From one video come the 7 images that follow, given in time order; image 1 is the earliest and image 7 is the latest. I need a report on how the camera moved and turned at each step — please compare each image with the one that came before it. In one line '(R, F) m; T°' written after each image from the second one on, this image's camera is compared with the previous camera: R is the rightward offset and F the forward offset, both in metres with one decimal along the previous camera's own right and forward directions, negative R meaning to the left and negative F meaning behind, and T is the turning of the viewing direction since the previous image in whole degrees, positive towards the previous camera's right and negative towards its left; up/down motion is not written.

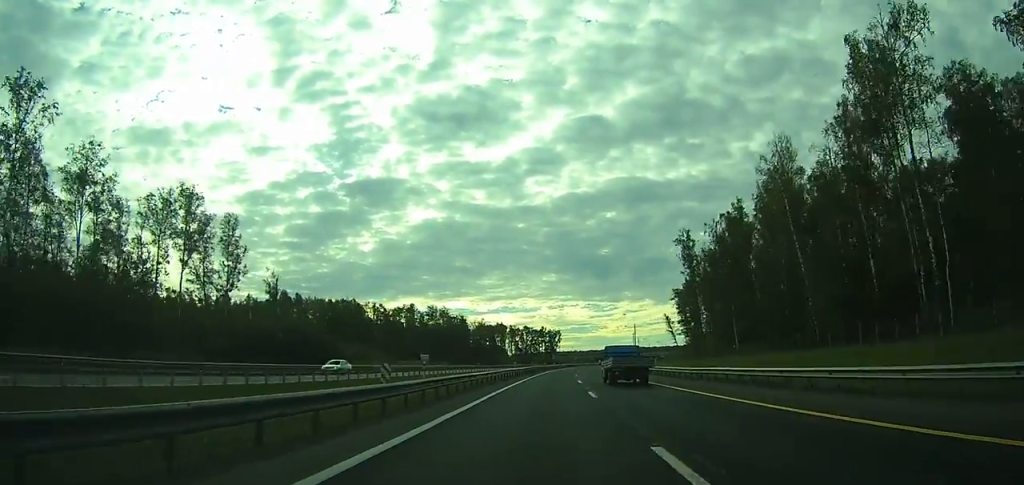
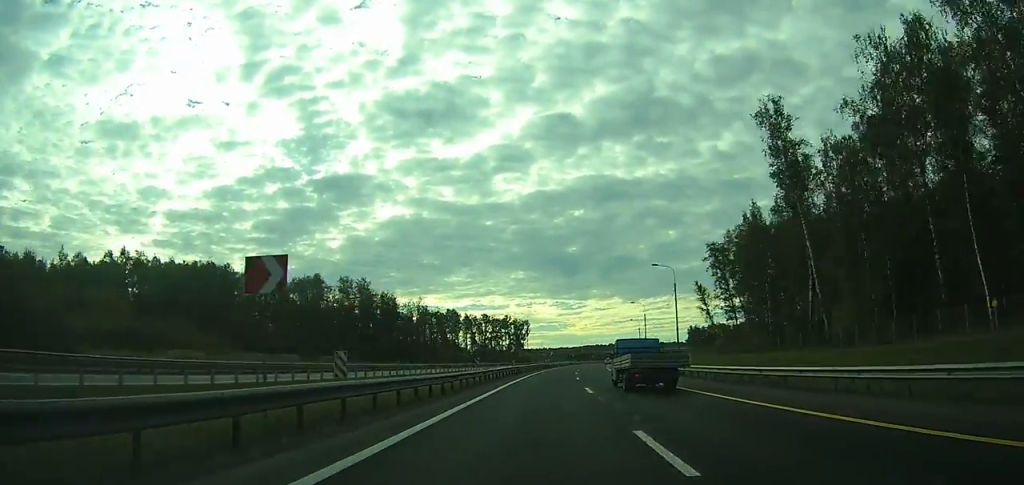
(+1.1, +59.1) m; +3°
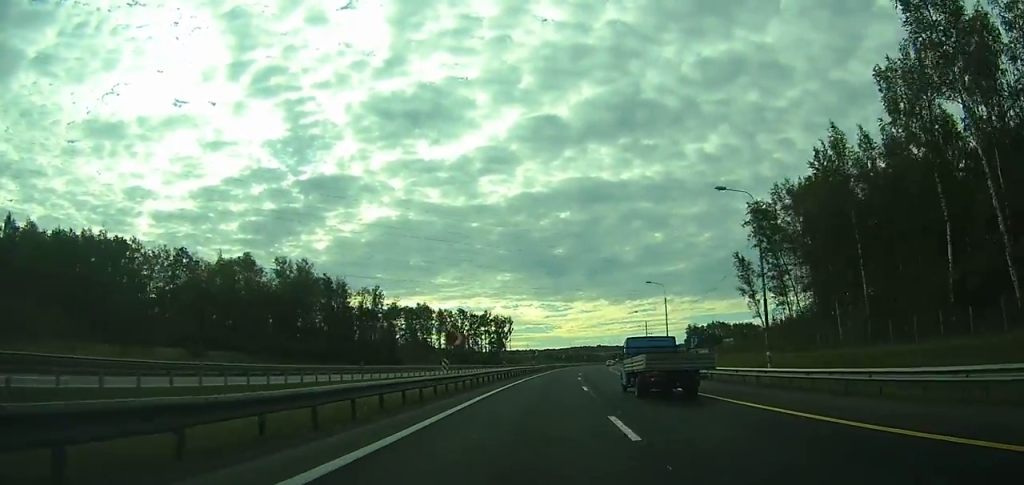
(+0.4, +28.5) m; +1°
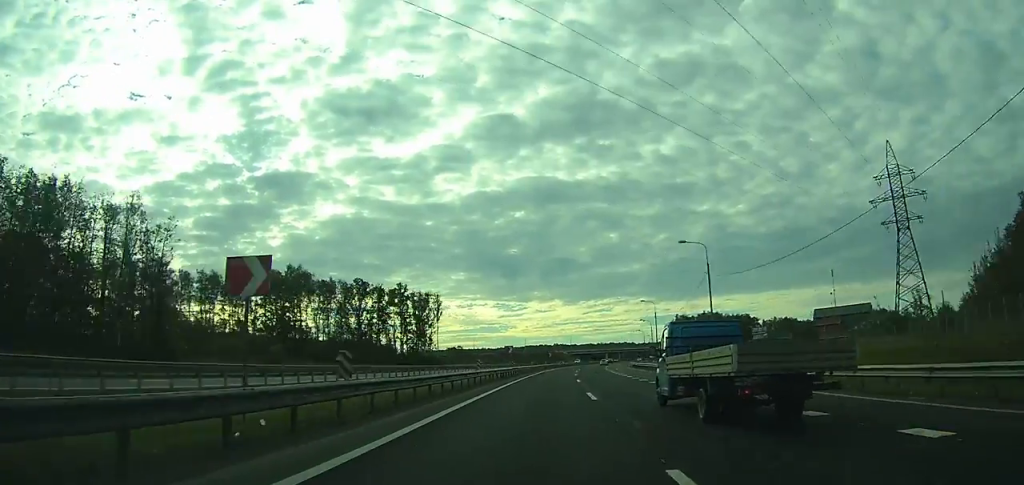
(+2.4, +71.3) m; +4°
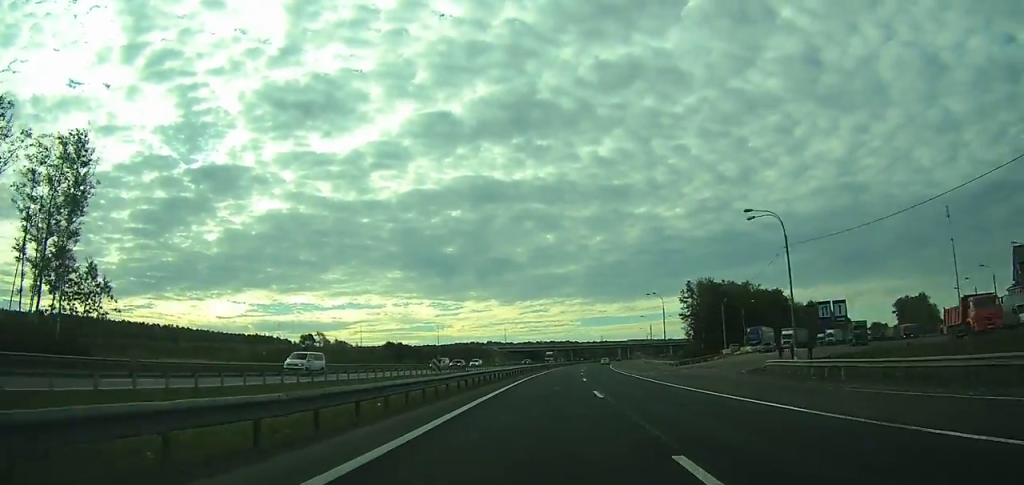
(+6.0, +117.4) m; +6°
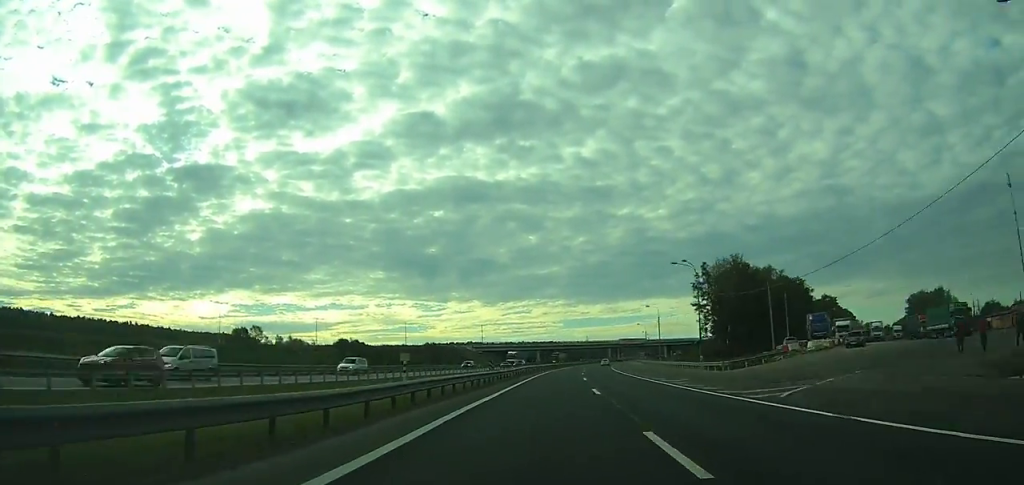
(+0.3, +30.3) m; +2°
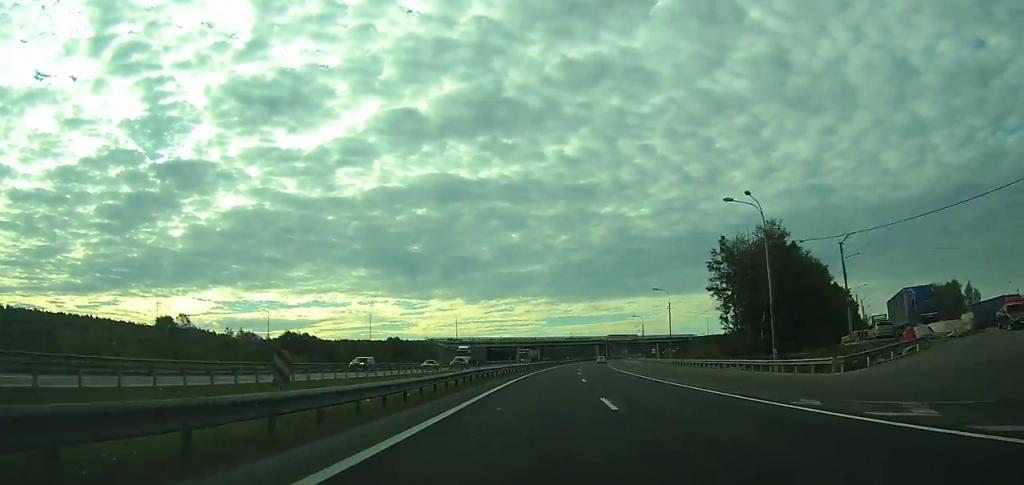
(+0.5, +23.9) m; +1°
